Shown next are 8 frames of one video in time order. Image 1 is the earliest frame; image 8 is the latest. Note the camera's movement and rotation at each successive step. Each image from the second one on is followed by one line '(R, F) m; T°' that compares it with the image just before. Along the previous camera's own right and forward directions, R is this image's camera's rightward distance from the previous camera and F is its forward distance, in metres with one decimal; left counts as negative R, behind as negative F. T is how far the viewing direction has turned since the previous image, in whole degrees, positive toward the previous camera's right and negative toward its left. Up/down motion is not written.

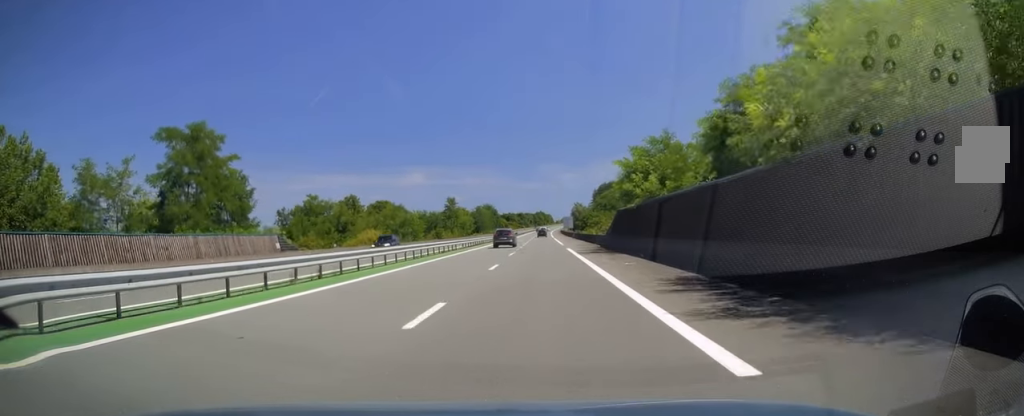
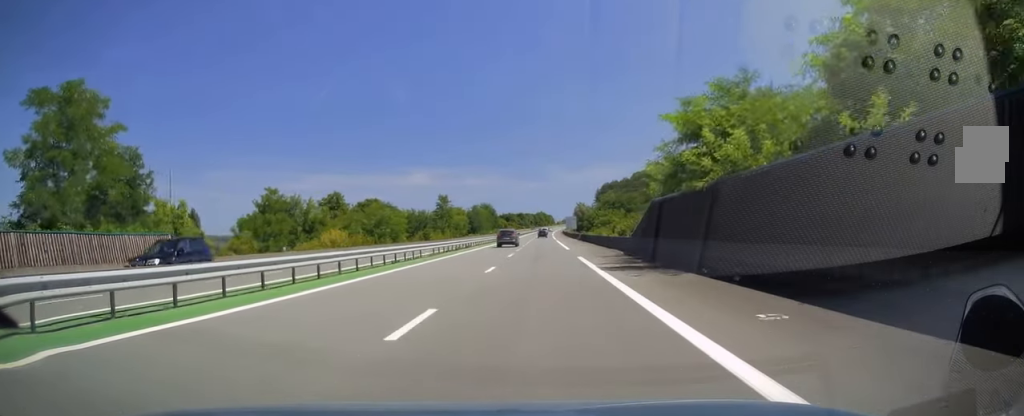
(0.0, +14.2) m; 0°
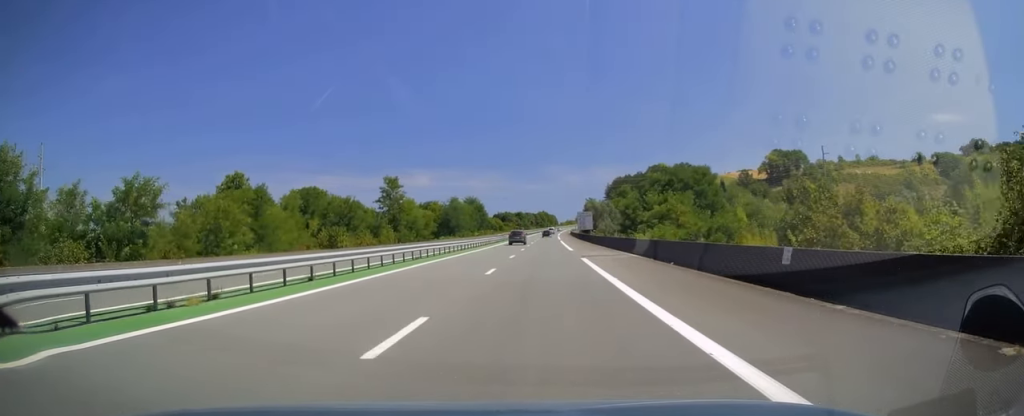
(0.0, +52.9) m; 0°
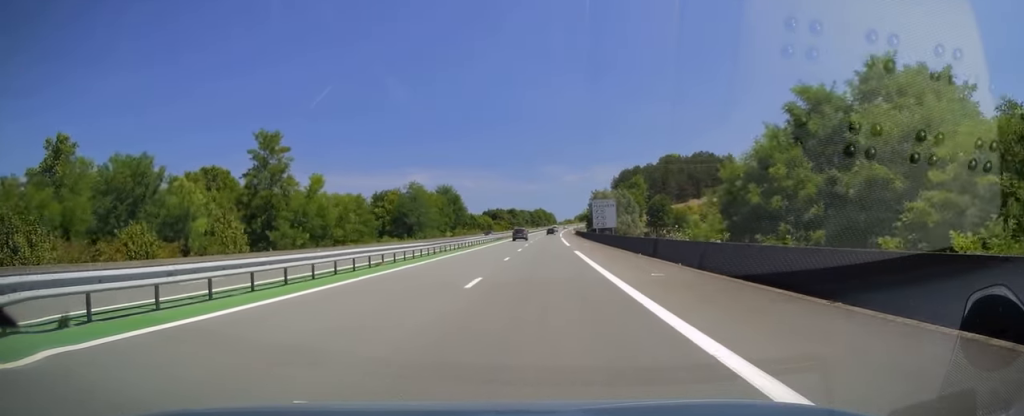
(+0.1, +44.0) m; 0°
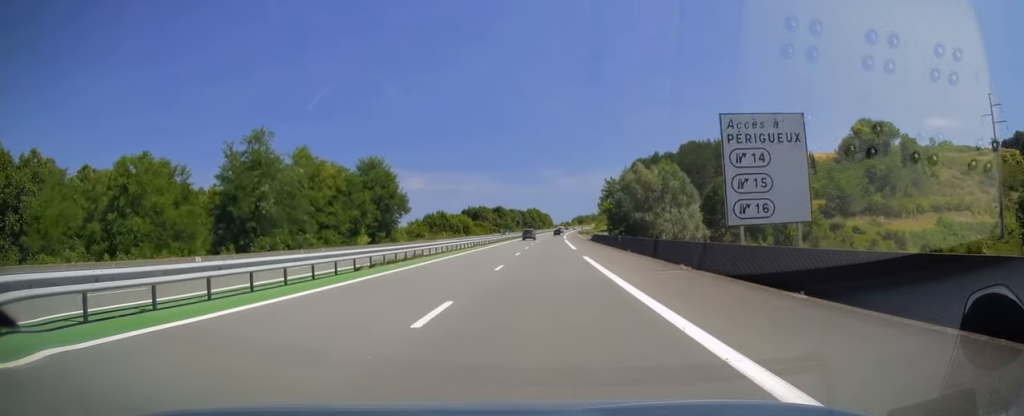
(+0.1, +58.0) m; +1°
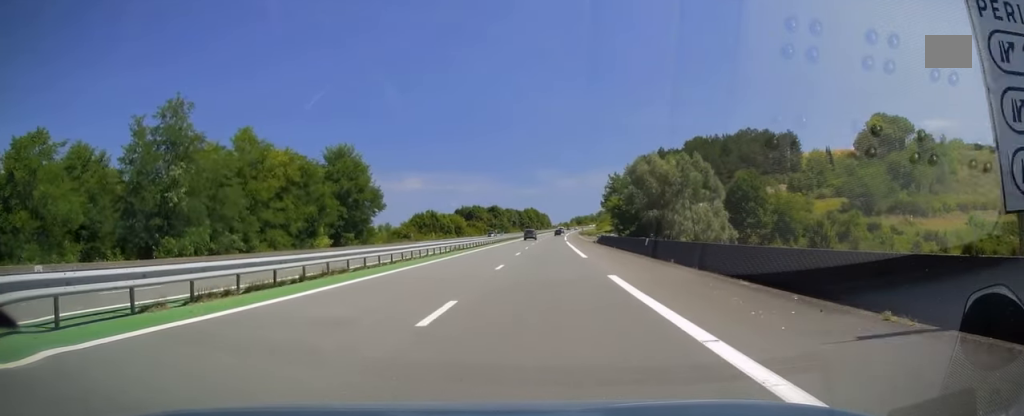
(-0.1, +12.7) m; 0°
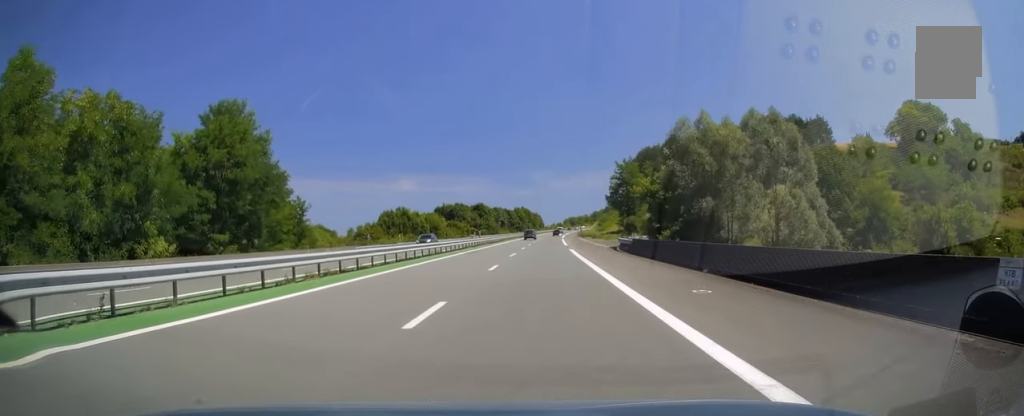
(+0.4, +26.3) m; 0°
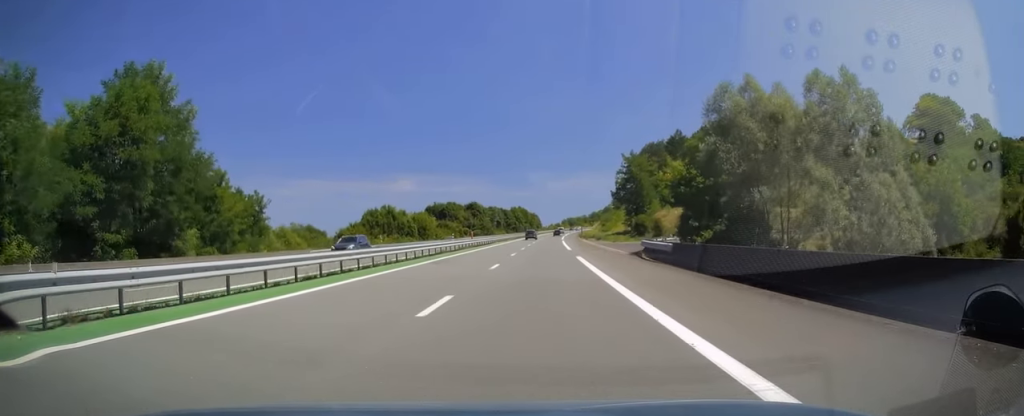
(0.0, +11.7) m; 0°
